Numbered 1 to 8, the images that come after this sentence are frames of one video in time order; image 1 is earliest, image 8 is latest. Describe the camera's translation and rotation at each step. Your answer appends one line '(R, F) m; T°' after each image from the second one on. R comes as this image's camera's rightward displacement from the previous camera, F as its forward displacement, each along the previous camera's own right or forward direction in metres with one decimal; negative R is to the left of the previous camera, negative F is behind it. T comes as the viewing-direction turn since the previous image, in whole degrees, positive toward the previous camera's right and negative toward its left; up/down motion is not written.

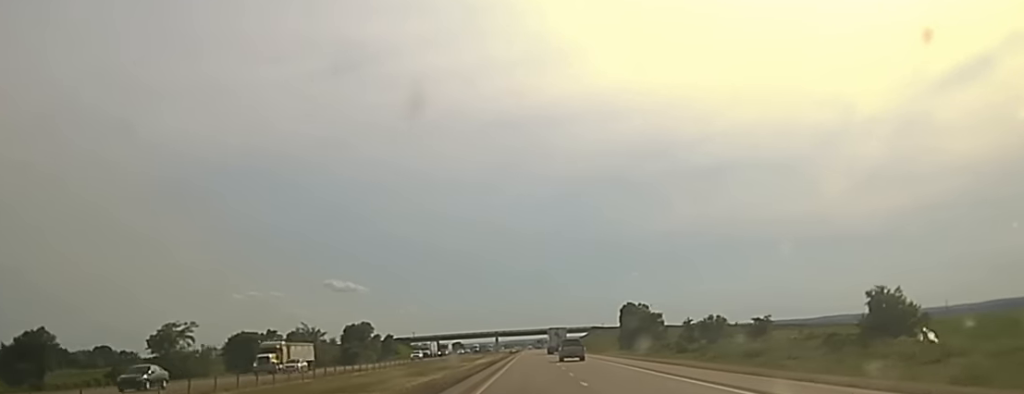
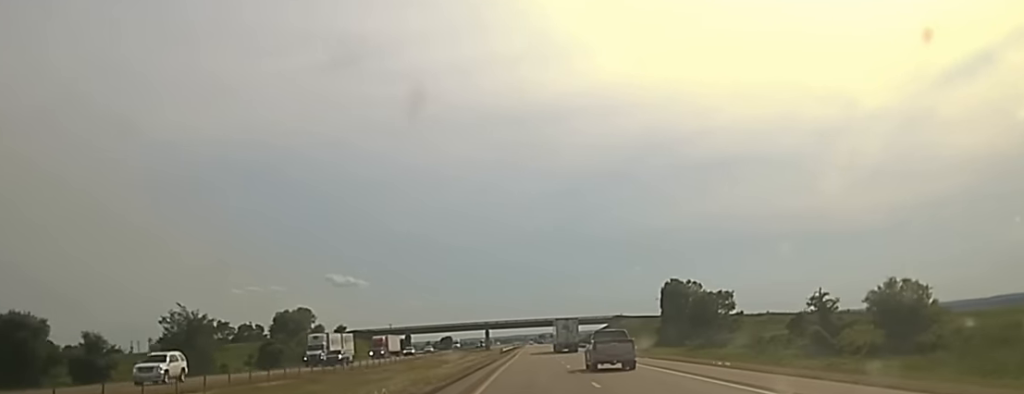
(-0.3, +82.8) m; 0°
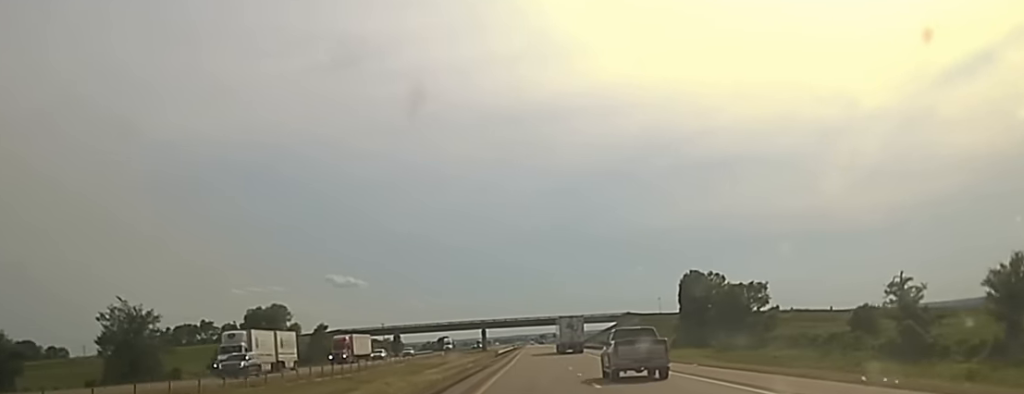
(0.0, +22.0) m; 0°
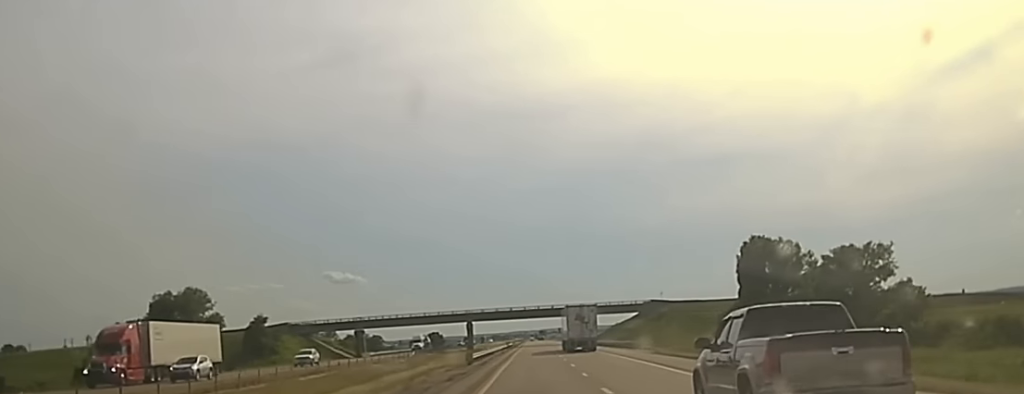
(0.0, +46.6) m; 0°
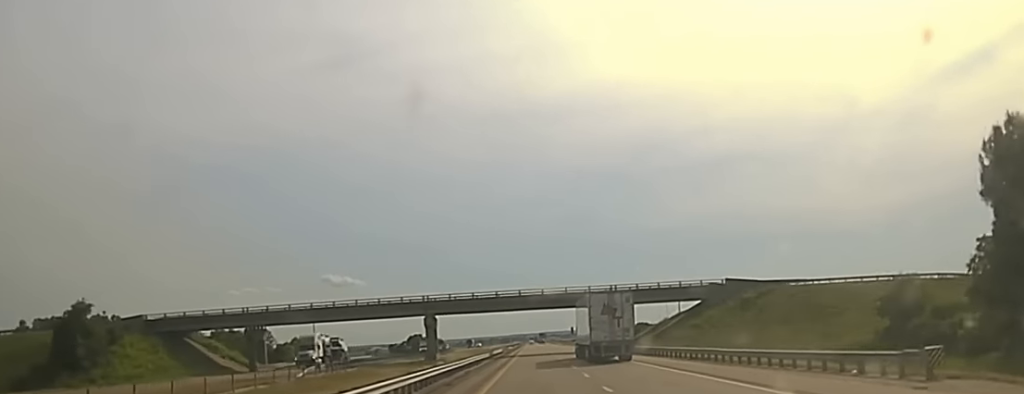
(+0.1, +61.4) m; 0°
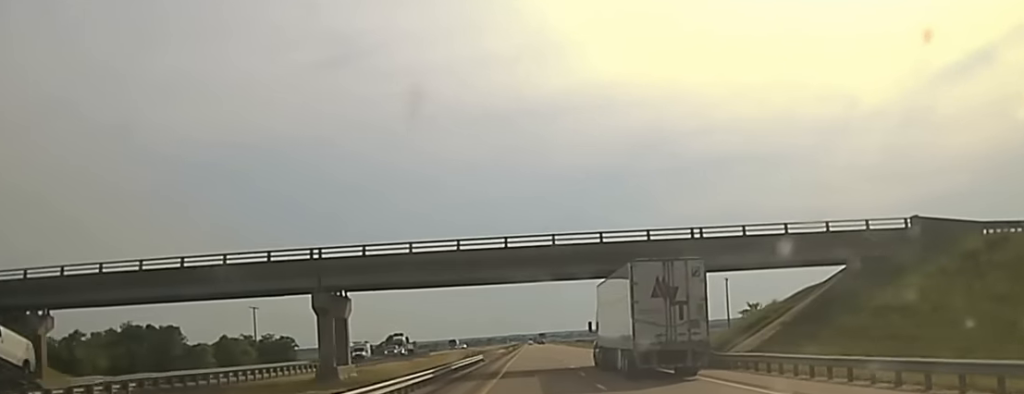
(0.0, +48.4) m; 0°
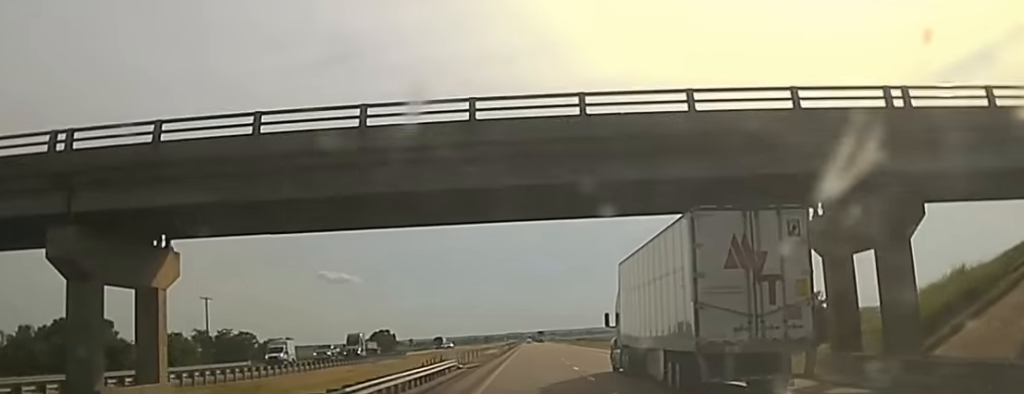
(0.0, +30.3) m; 0°
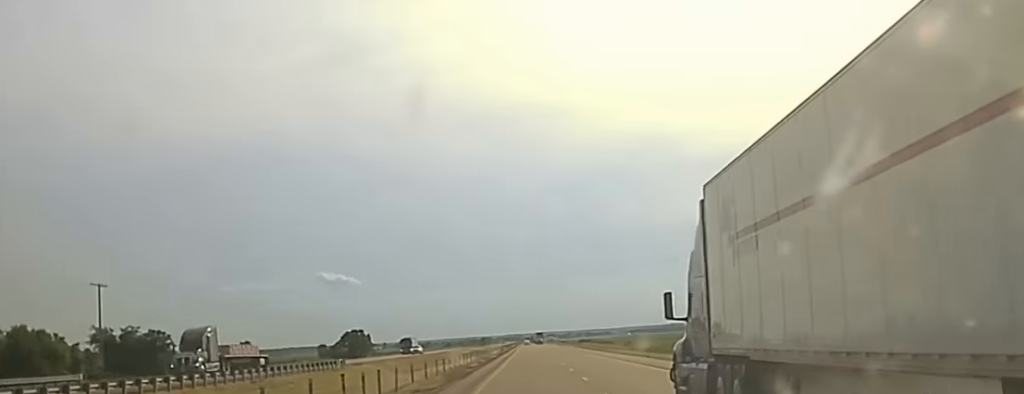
(0.0, +44.1) m; 0°
